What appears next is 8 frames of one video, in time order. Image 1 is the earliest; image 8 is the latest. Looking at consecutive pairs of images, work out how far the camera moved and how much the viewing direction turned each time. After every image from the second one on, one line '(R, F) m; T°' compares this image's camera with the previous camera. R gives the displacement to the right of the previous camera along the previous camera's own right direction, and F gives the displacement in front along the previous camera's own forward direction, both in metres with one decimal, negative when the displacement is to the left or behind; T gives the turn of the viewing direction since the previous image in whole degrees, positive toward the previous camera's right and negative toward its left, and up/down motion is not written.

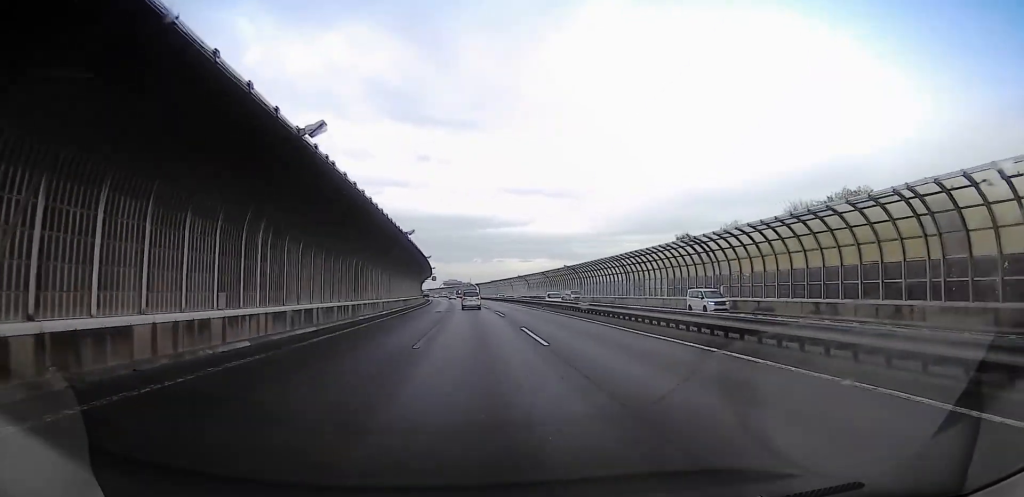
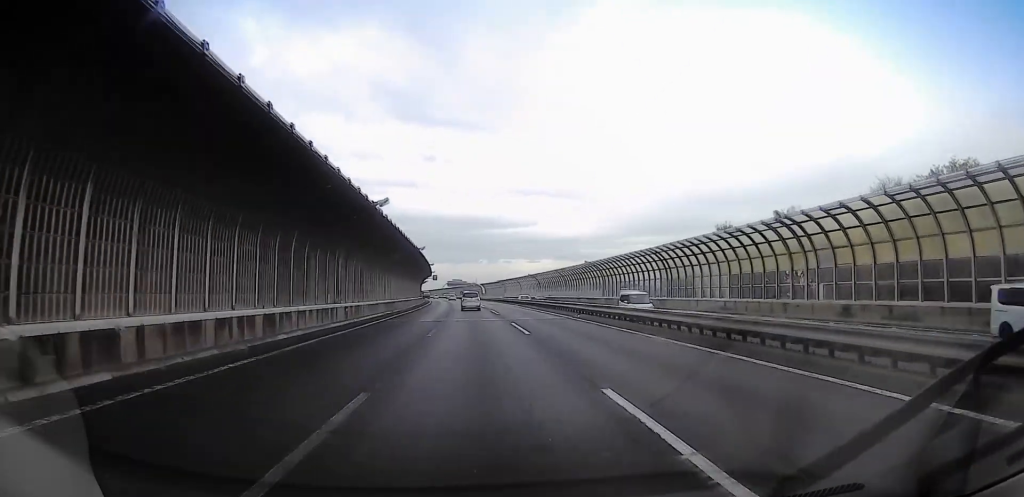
(+0.3, +14.7) m; -2°
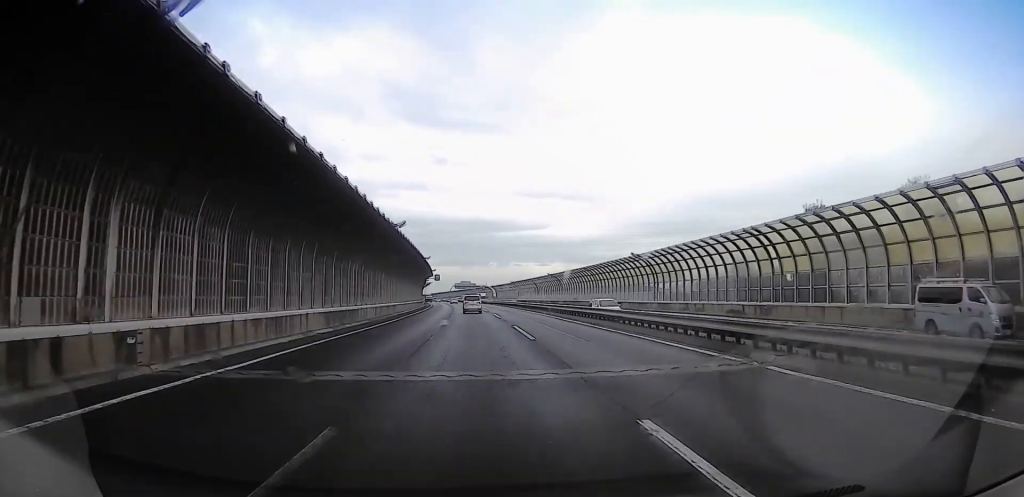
(-1.3, +22.9) m; -1°
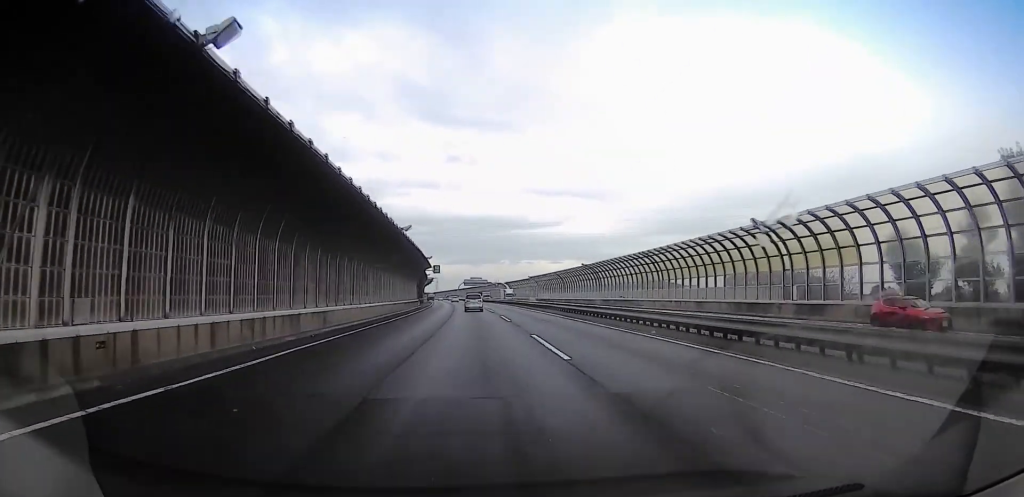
(+0.8, +28.9) m; 0°
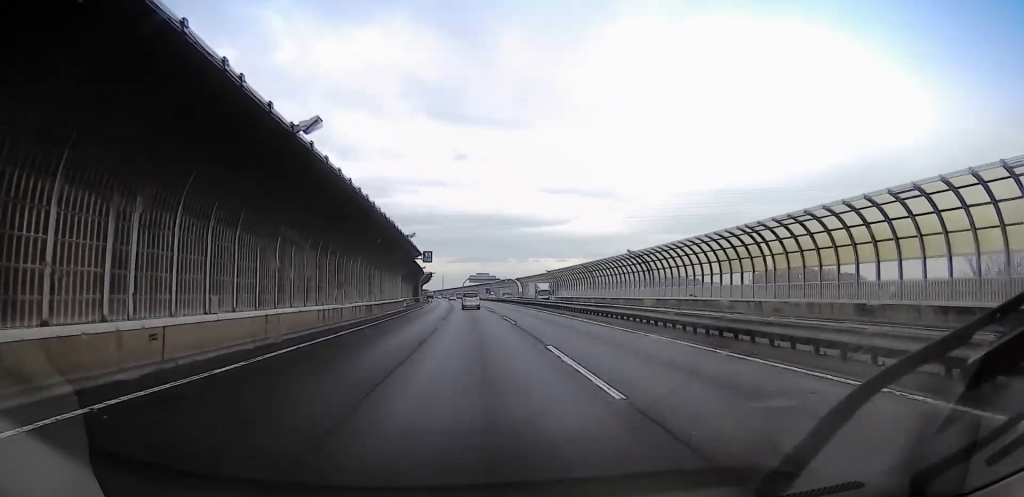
(-0.9, +24.5) m; +1°
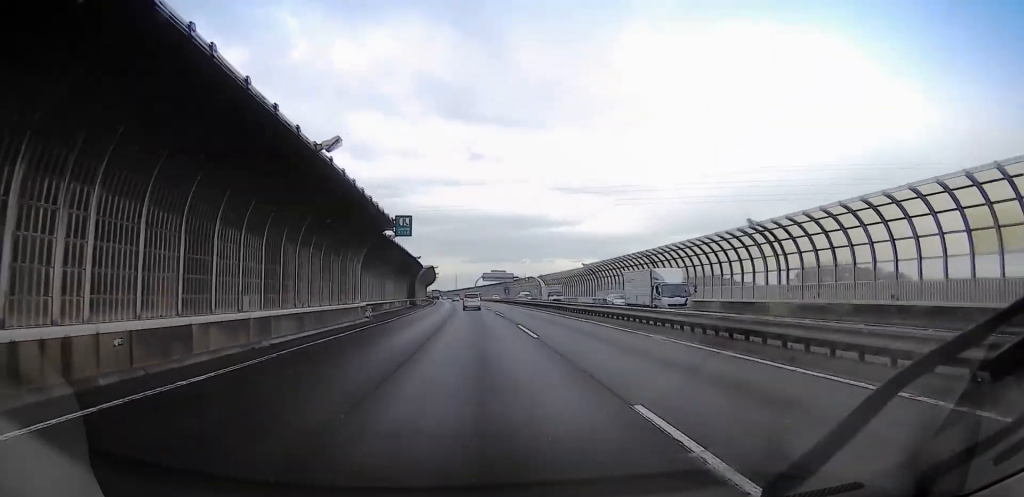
(+0.9, +28.7) m; -2°
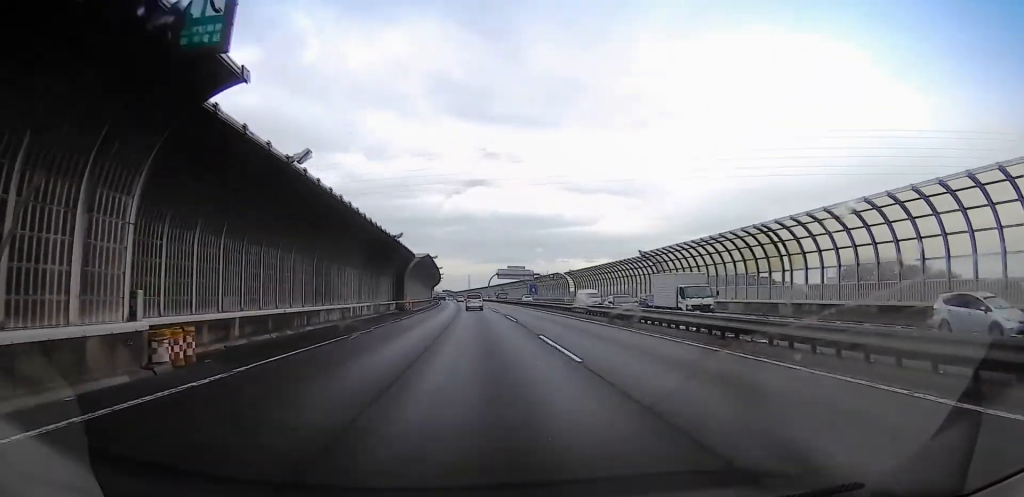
(-1.4, +27.1) m; -3°
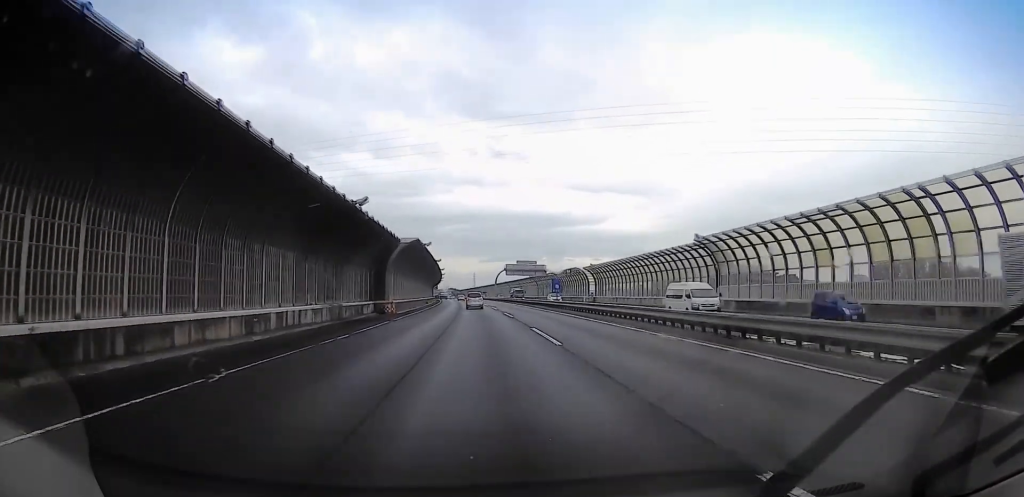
(+0.2, +15.5) m; 0°
